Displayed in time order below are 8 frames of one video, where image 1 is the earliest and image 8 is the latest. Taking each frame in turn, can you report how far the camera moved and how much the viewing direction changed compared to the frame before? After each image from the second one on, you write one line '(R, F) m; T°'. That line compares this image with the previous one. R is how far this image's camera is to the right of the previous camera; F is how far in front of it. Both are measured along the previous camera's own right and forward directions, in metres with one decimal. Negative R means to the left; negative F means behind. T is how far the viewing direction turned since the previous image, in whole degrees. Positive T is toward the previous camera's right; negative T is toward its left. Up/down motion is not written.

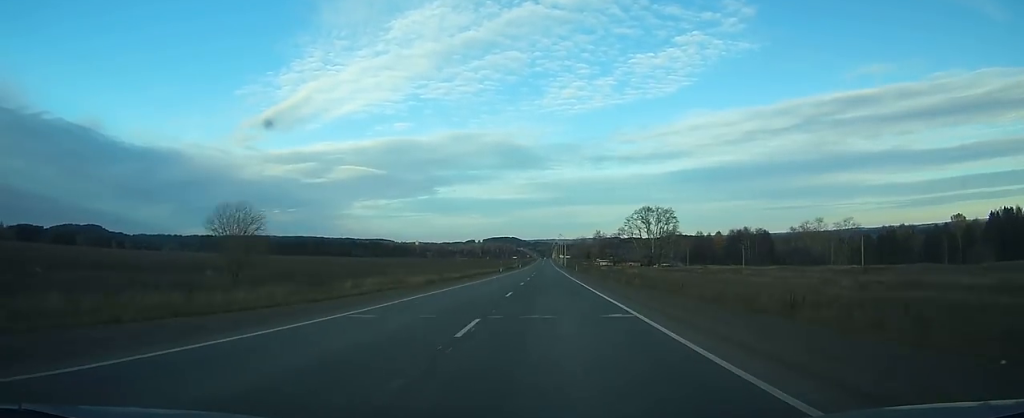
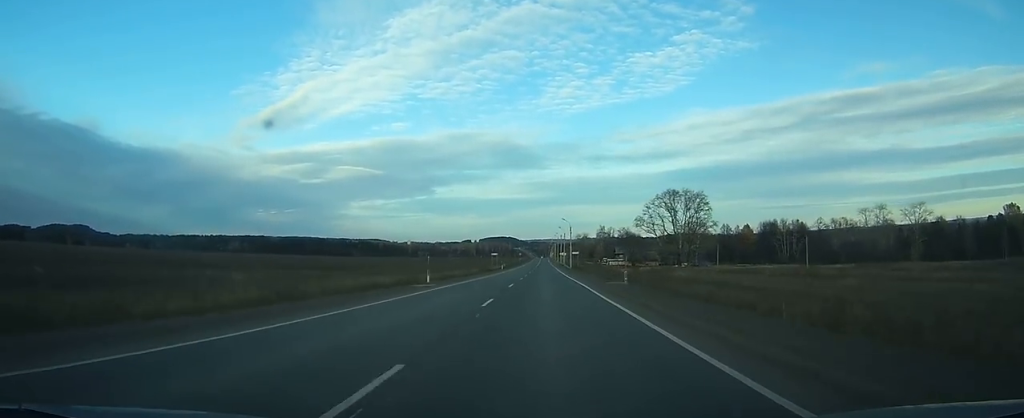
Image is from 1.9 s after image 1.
(+0.1, +53.2) m; 0°
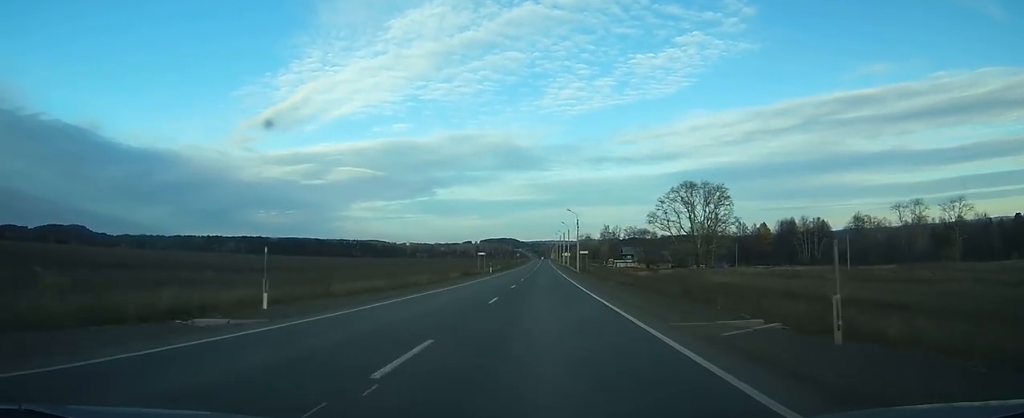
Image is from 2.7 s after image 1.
(0.0, +21.6) m; 0°
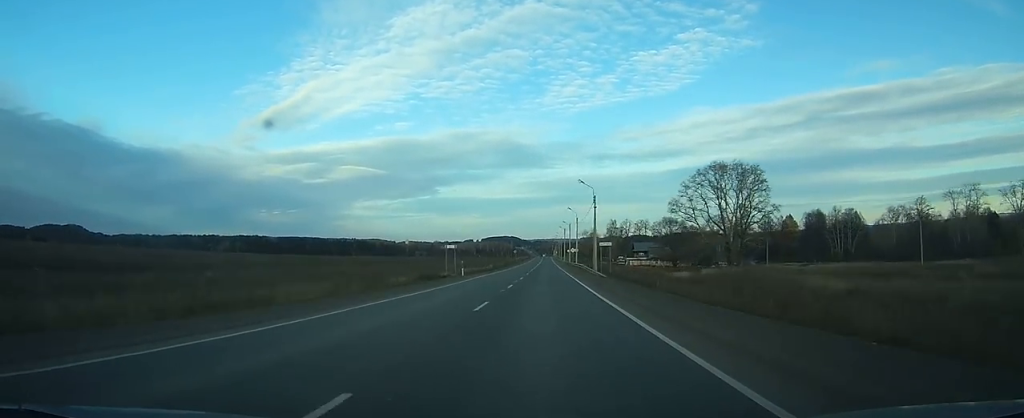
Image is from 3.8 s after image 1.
(0.0, +27.9) m; 0°
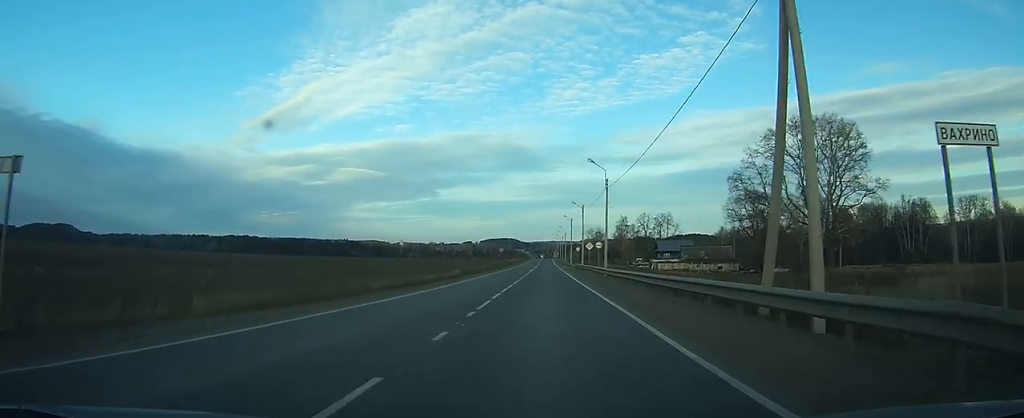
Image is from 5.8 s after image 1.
(0.0, +49.9) m; 0°
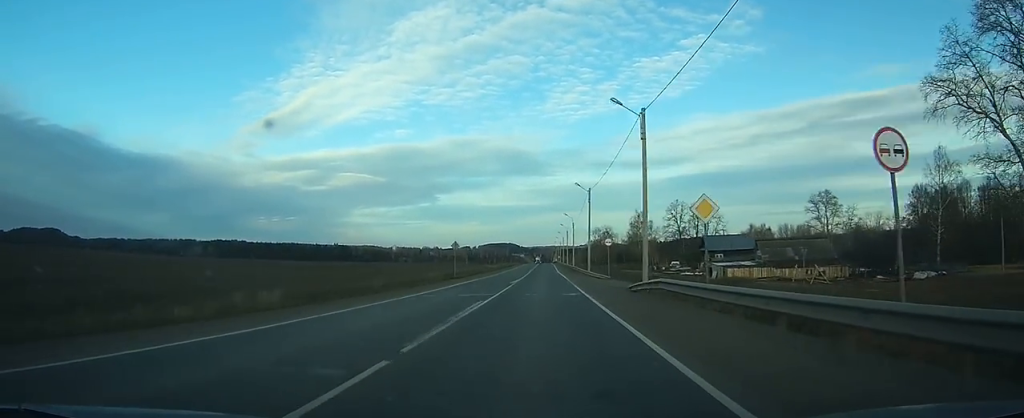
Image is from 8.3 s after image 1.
(-0.1, +58.7) m; 0°
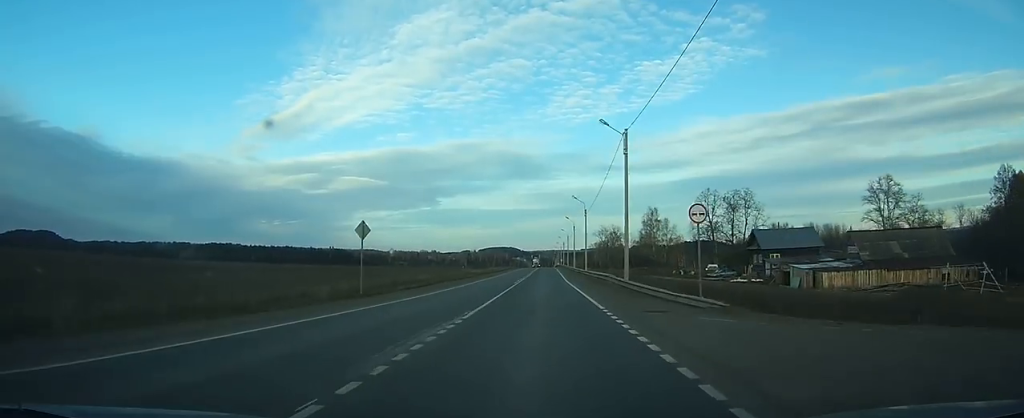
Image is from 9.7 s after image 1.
(-0.1, +30.3) m; 0°
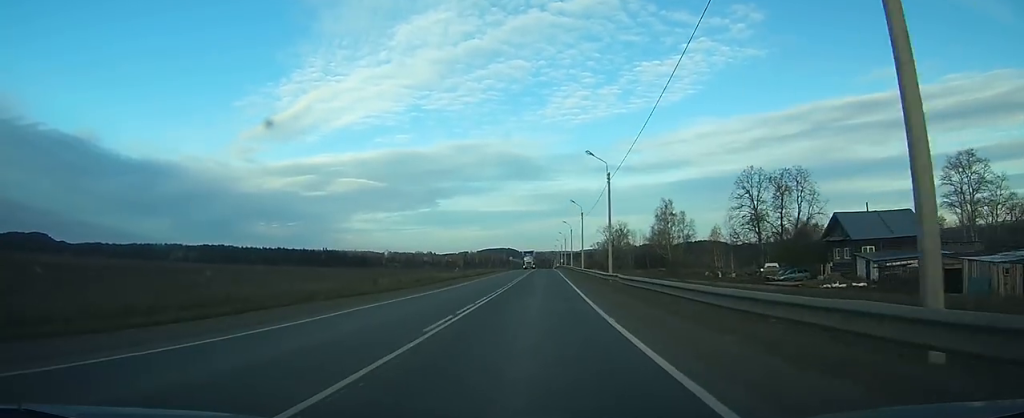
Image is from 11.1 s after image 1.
(0.0, +28.5) m; 0°
